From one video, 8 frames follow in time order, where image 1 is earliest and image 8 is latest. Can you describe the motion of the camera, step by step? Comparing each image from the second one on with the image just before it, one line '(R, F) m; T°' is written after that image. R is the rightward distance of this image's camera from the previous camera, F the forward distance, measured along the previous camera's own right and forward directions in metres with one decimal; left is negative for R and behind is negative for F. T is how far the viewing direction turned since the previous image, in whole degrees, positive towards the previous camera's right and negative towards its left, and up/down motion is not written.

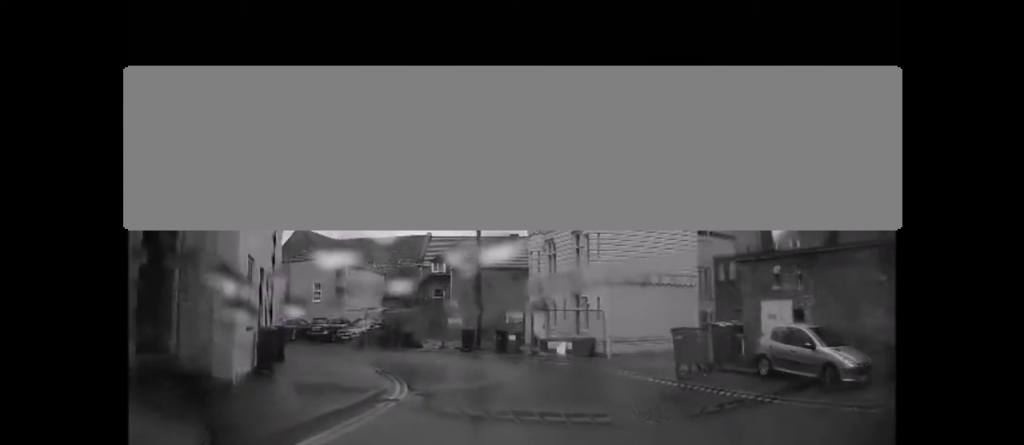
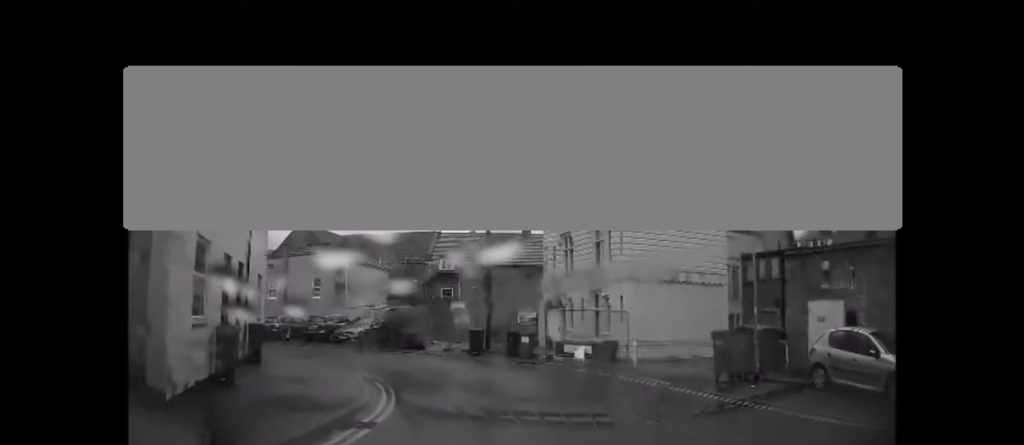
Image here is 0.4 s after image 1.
(0.0, +2.0) m; -8°
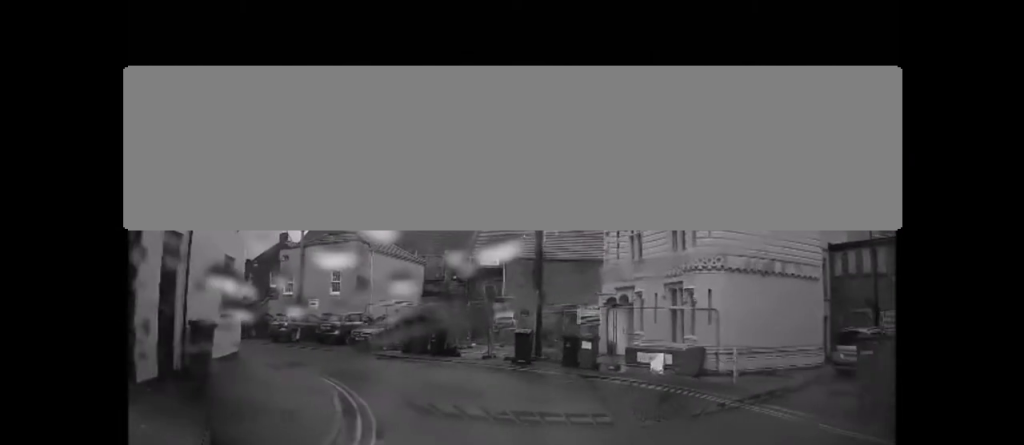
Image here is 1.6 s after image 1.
(-1.4, +4.3) m; -19°
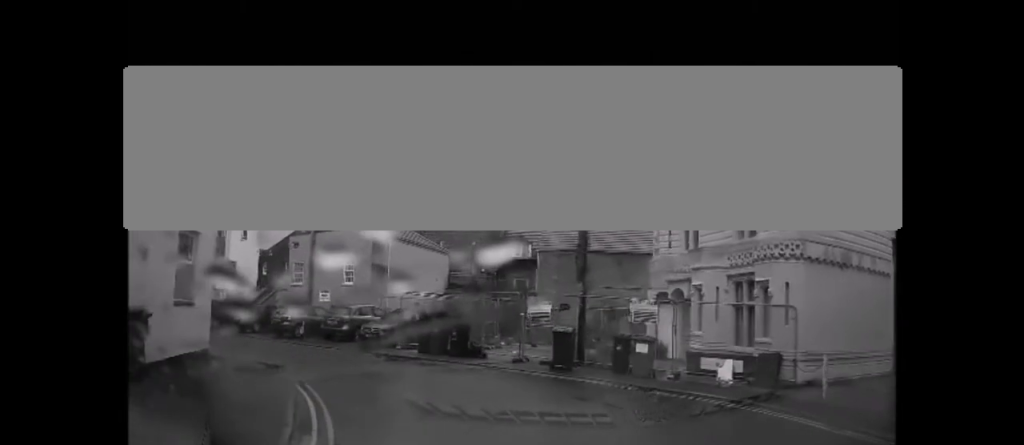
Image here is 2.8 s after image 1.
(-0.1, +4.0) m; -1°
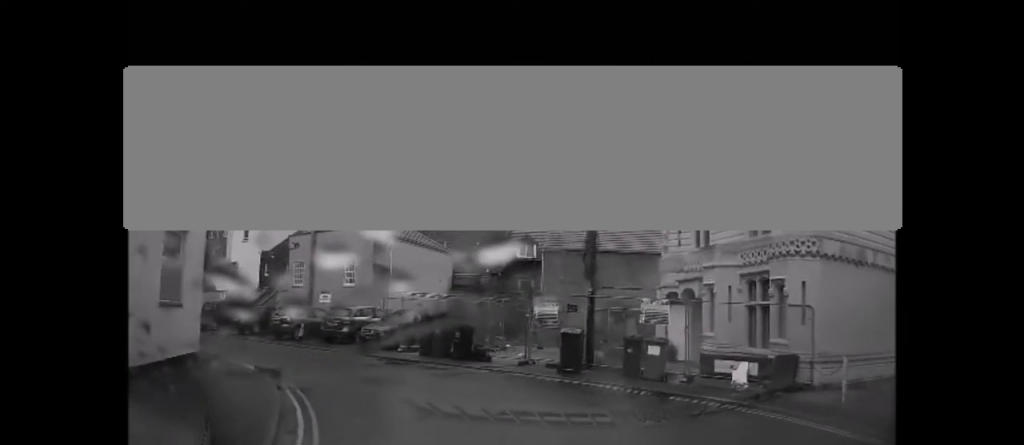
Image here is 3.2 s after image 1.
(0.0, +1.1) m; 0°
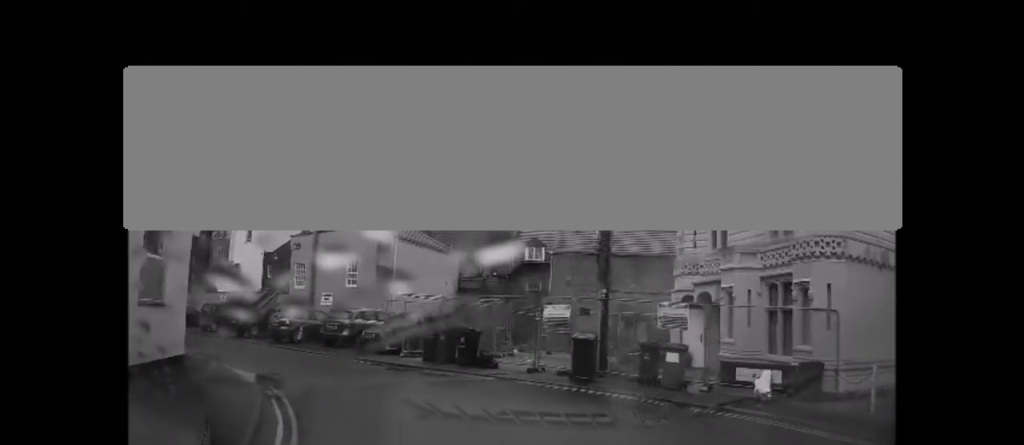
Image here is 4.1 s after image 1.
(0.0, +2.0) m; 0°
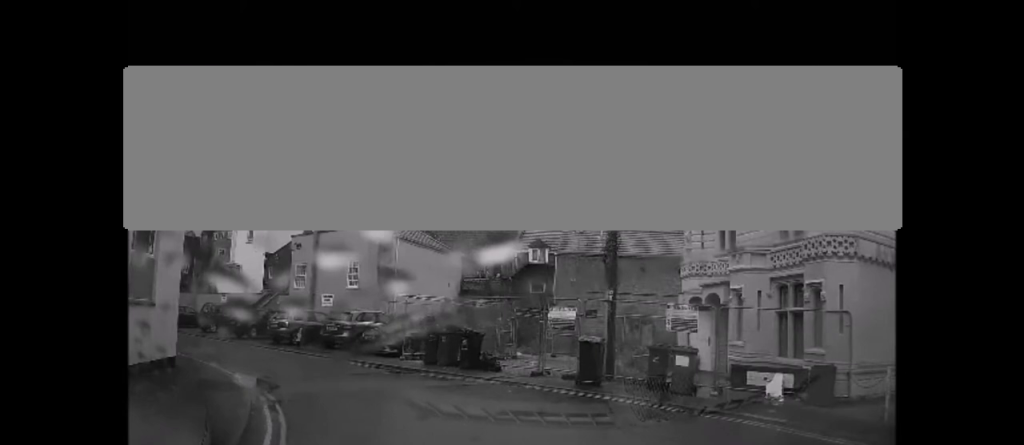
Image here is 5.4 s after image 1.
(0.0, +2.4) m; 0°
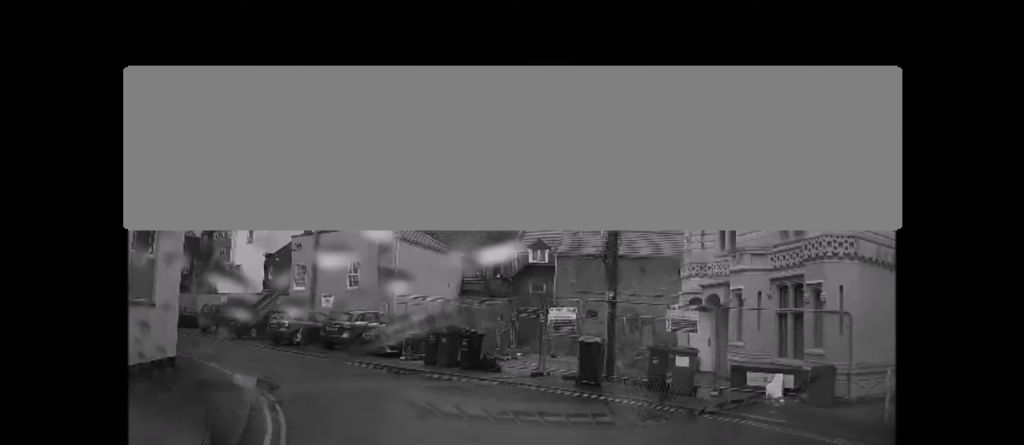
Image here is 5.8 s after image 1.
(0.0, +0.6) m; 0°
